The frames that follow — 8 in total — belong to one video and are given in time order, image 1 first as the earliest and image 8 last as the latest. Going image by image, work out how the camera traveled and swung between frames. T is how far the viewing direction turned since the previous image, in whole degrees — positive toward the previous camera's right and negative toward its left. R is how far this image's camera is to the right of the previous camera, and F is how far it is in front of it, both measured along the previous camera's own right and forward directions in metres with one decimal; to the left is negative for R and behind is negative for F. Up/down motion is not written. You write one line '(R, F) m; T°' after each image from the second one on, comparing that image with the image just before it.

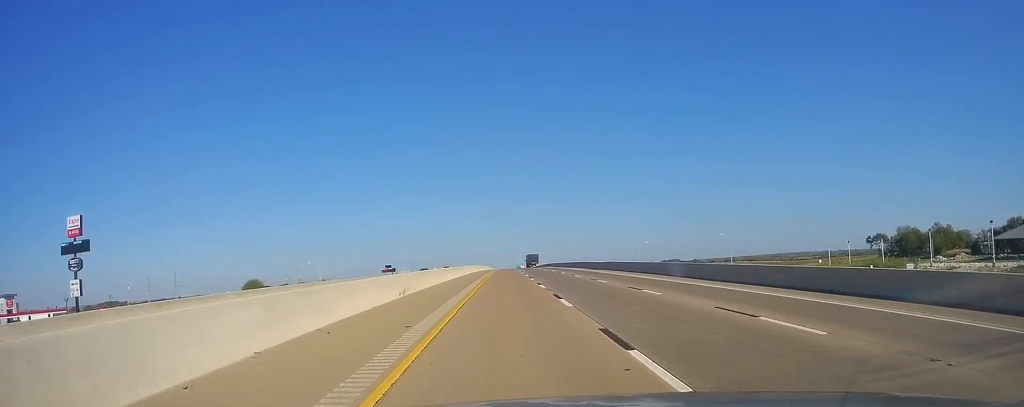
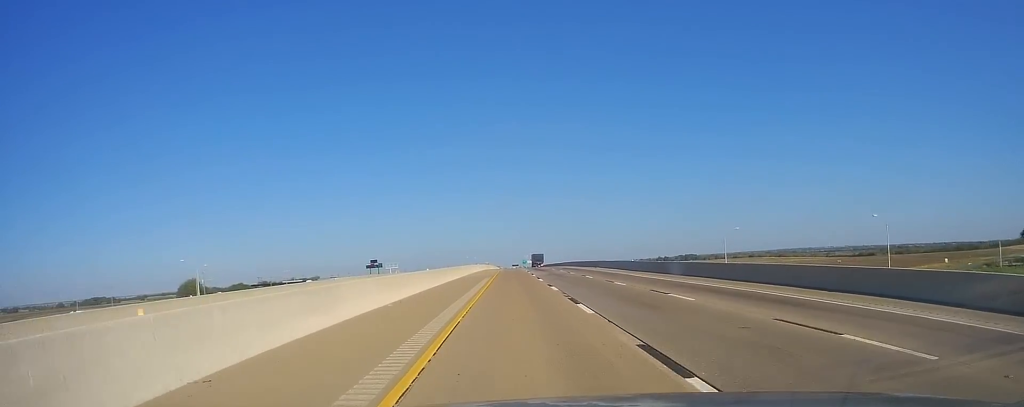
(+0.5, +76.0) m; +1°
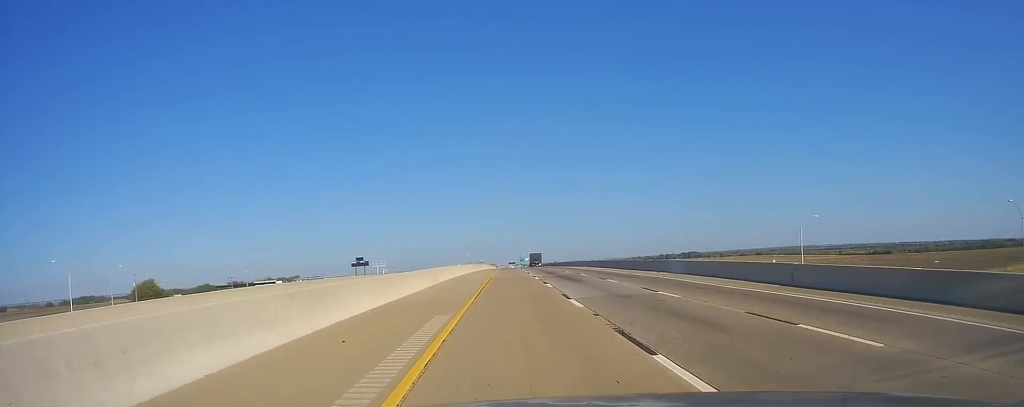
(+0.4, +34.9) m; +1°
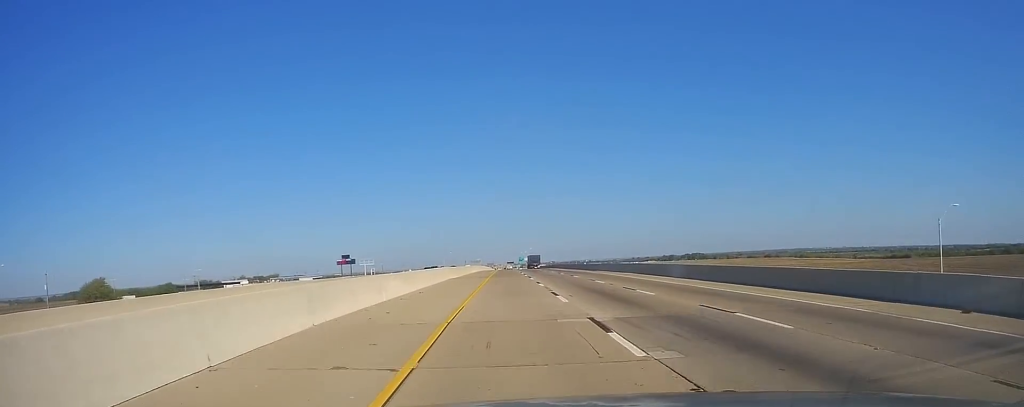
(0.0, +33.3) m; -1°
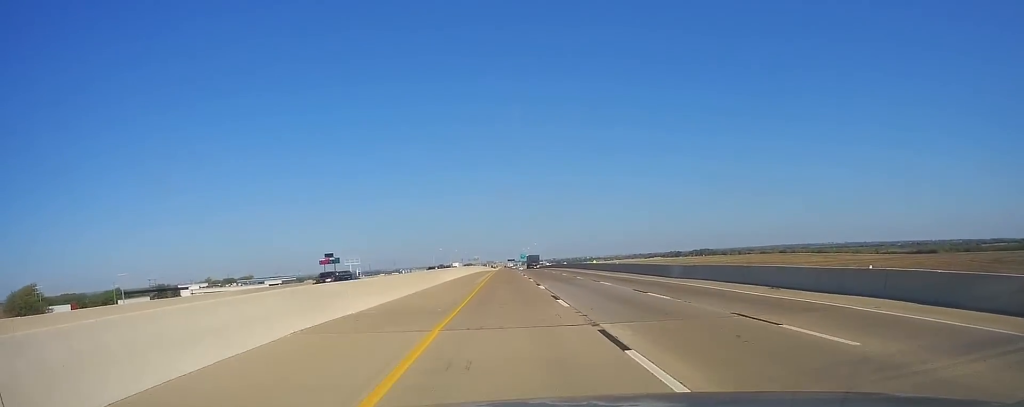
(-0.6, +39.0) m; -1°
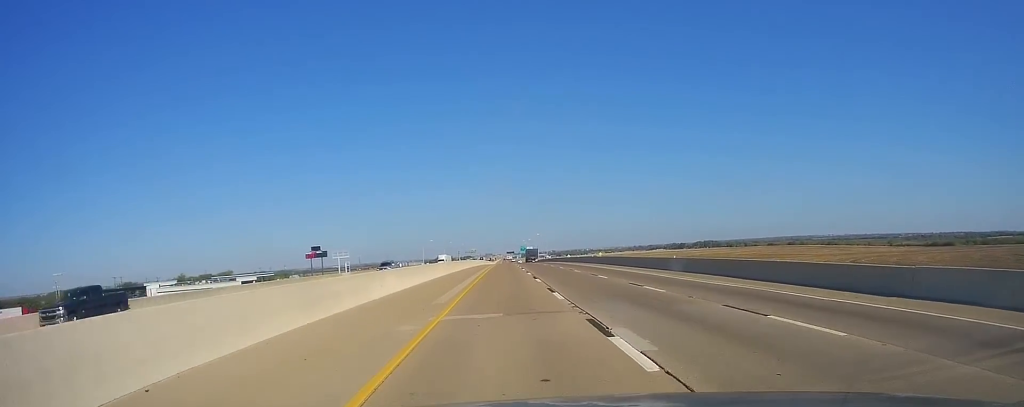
(0.0, +23.8) m; +1°
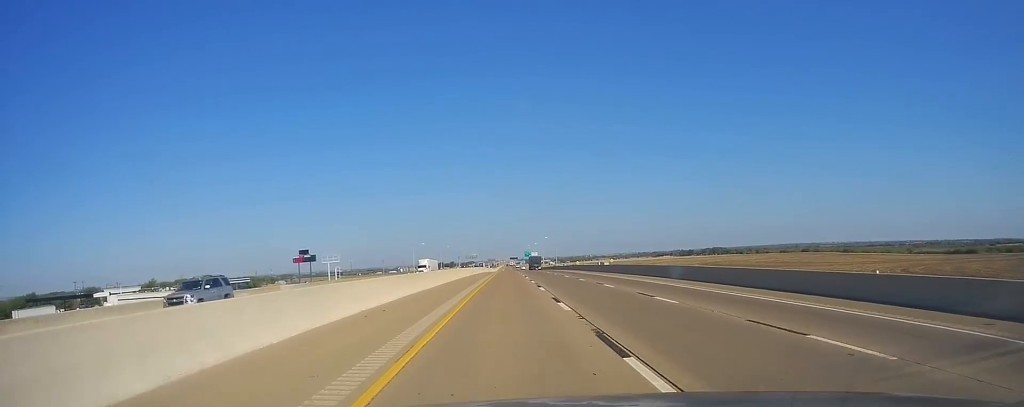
(+0.1, +25.6) m; +1°
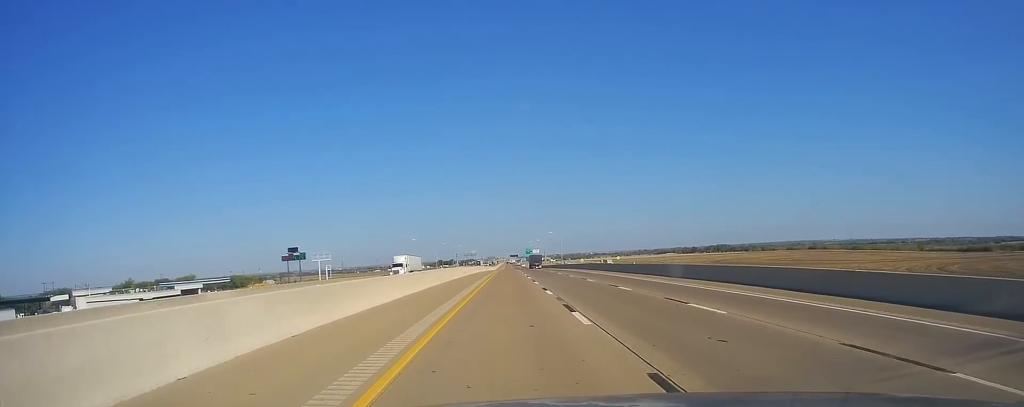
(+0.5, +16.6) m; 0°
